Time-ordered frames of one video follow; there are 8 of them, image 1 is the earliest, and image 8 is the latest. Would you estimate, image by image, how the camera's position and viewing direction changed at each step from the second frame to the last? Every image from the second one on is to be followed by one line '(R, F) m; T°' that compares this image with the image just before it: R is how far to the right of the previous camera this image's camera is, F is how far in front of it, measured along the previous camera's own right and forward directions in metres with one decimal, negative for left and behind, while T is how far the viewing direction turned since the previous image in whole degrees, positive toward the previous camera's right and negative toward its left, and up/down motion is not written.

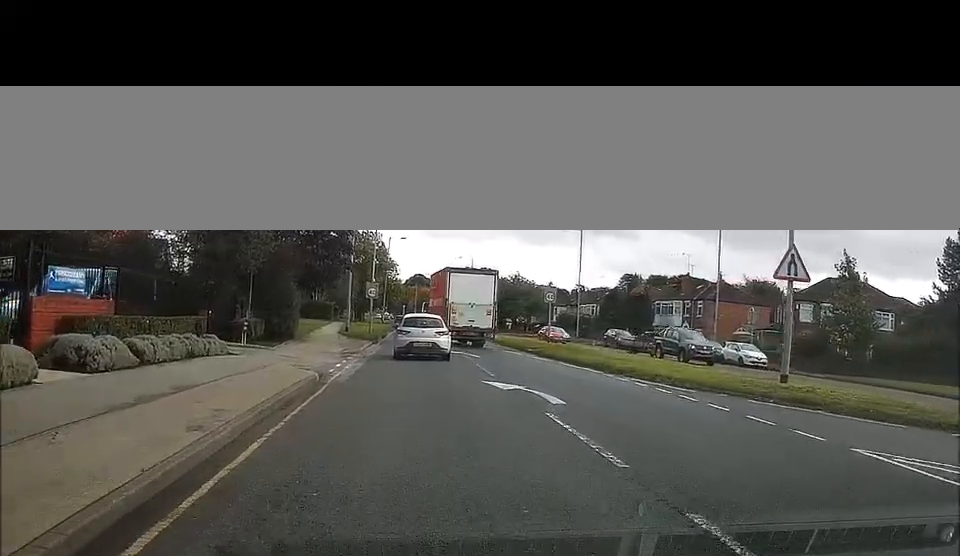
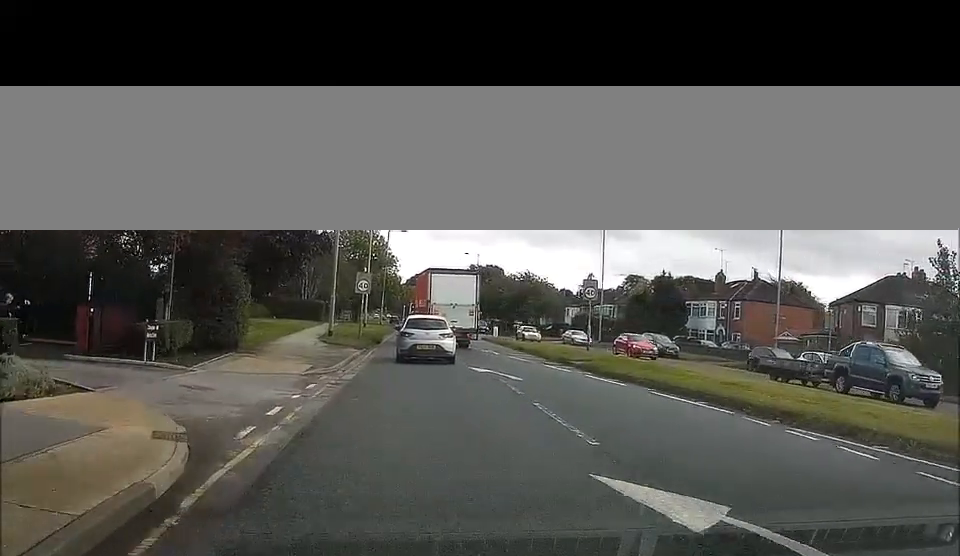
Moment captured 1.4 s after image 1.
(0.0, +9.1) m; -1°
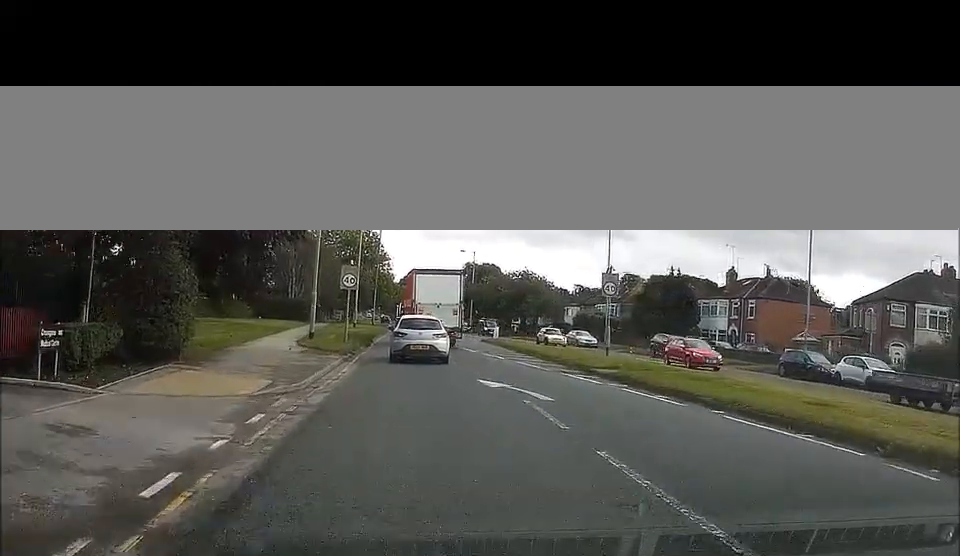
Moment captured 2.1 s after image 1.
(0.0, +5.2) m; -2°
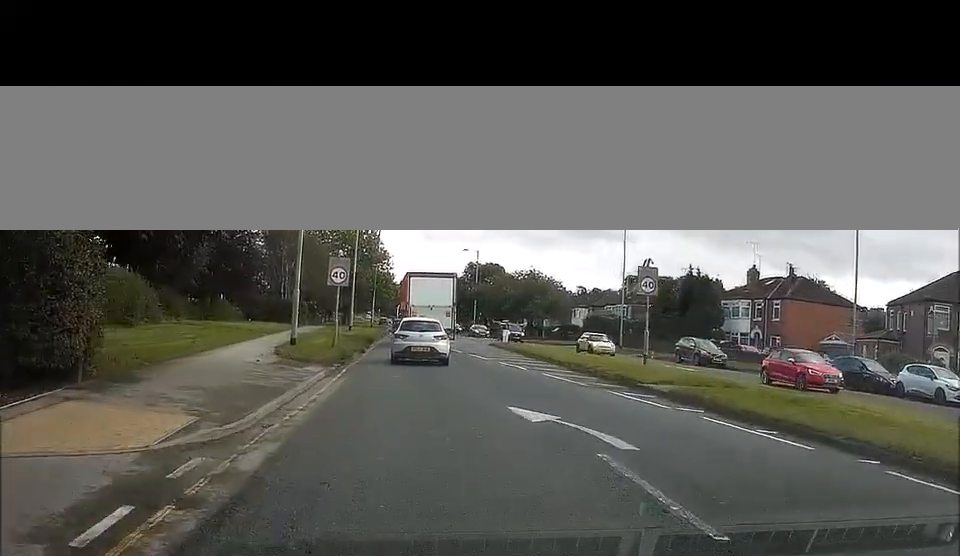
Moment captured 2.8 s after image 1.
(-0.2, +5.5) m; -2°
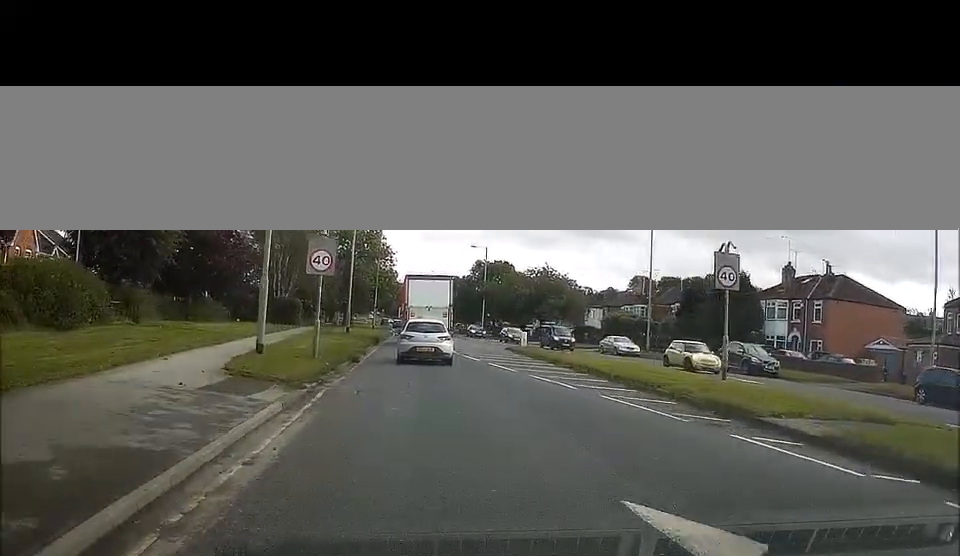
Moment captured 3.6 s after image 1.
(0.0, +5.3) m; 0°
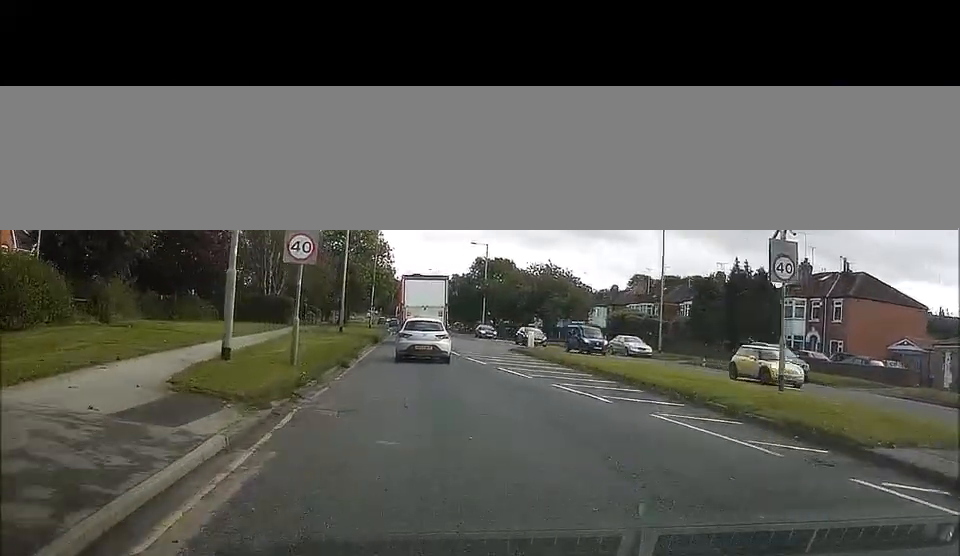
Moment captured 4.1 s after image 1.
(0.0, +2.8) m; +1°
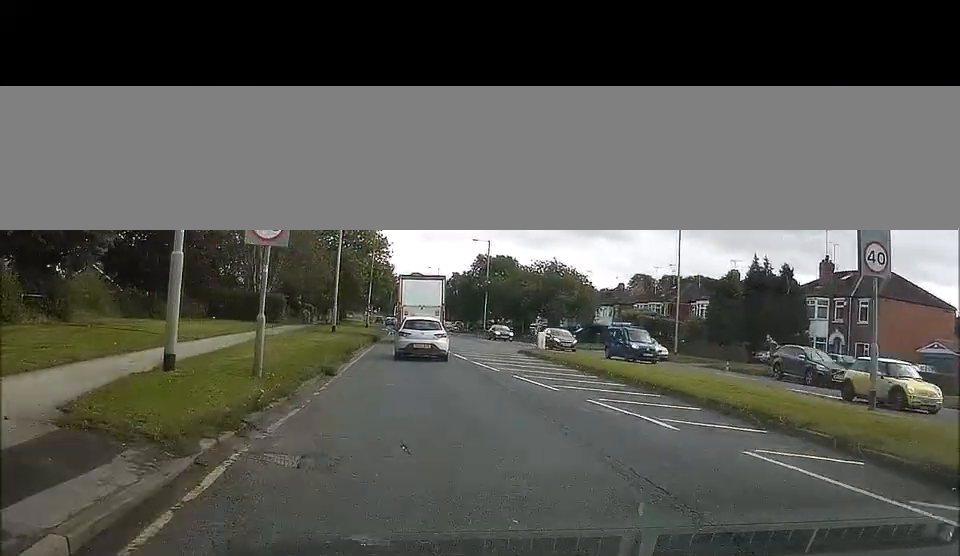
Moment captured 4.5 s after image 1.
(+0.1, +3.6) m; +1°
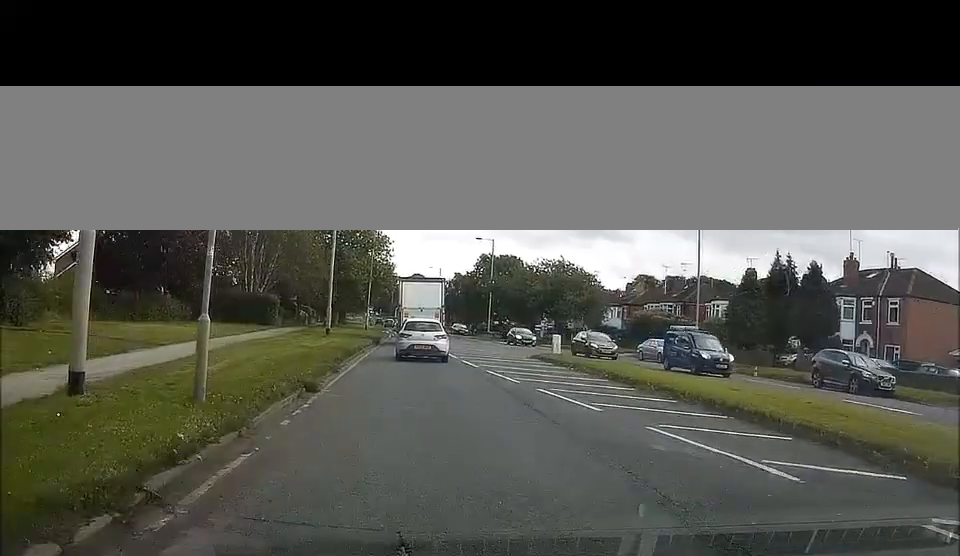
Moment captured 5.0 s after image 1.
(0.0, +3.4) m; 0°
